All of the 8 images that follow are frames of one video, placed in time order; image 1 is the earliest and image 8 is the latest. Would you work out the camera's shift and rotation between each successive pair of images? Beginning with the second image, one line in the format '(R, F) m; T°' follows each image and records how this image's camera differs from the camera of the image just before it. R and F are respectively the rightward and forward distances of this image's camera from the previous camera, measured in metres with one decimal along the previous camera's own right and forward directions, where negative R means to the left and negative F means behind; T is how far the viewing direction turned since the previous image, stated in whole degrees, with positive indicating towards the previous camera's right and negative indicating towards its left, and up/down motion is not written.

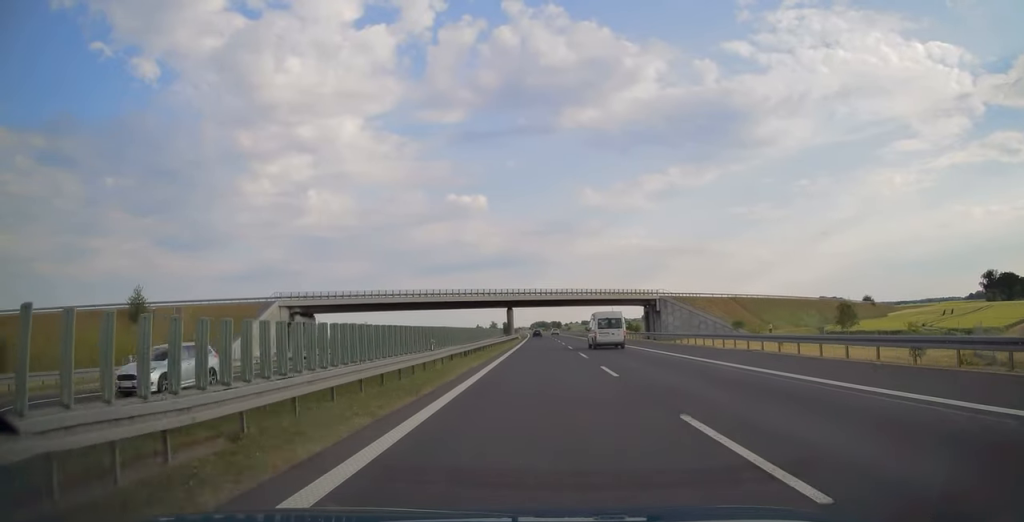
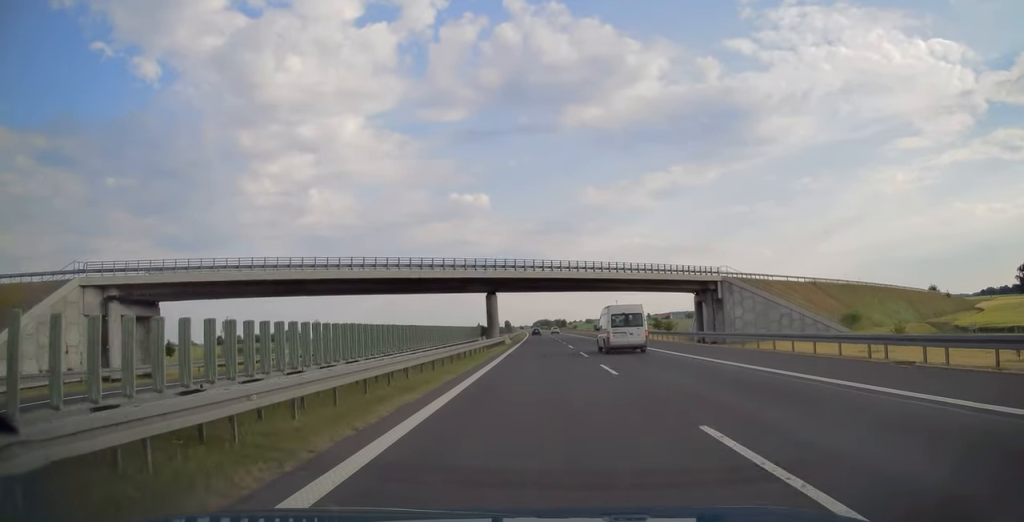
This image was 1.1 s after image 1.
(-0.1, +37.4) m; 0°
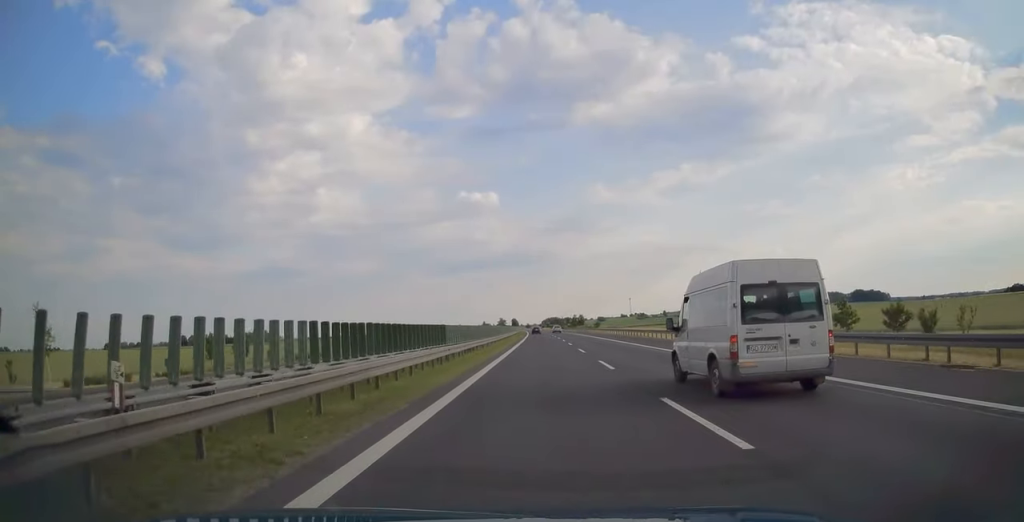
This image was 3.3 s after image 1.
(-0.5, +80.8) m; -1°
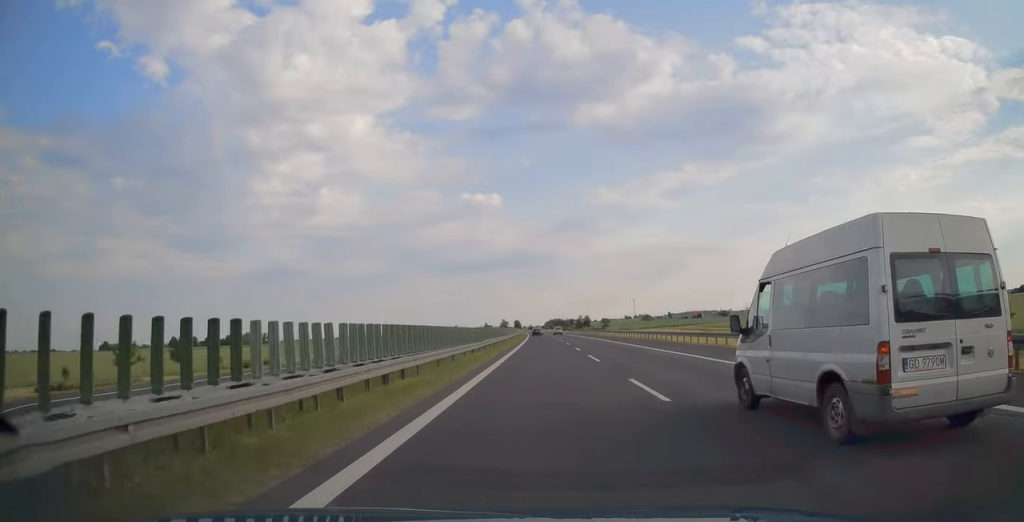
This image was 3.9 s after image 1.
(-0.1, +19.6) m; 0°
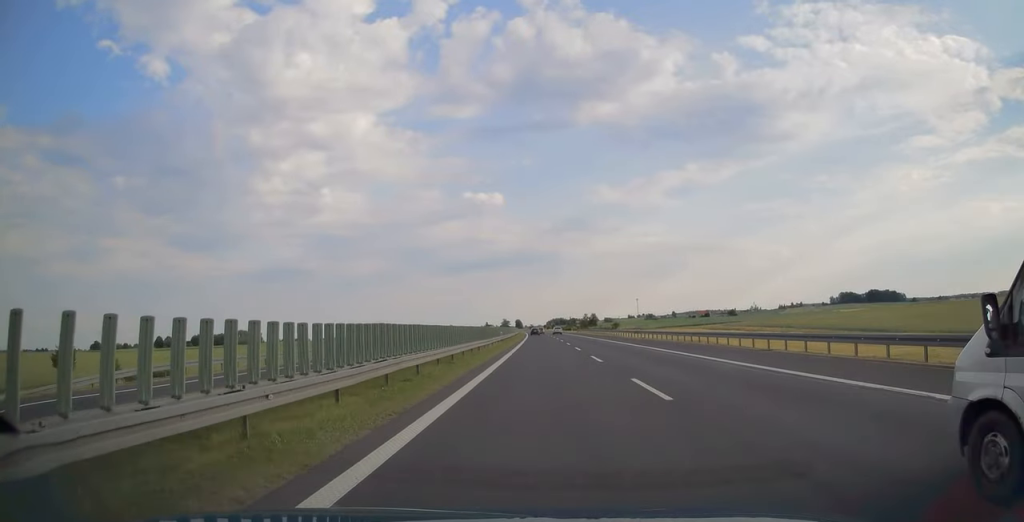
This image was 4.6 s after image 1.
(-0.1, +24.2) m; 0°
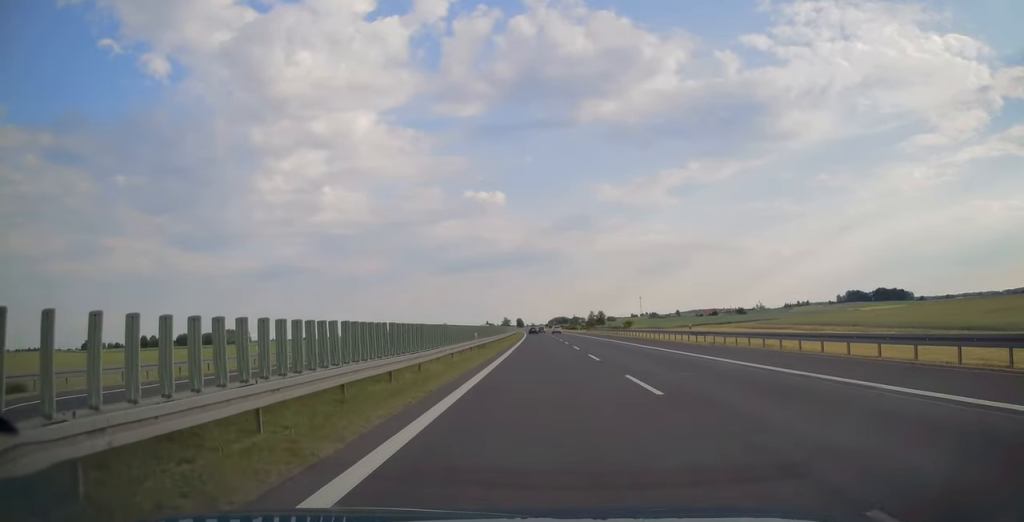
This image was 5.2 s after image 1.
(-0.1, +23.6) m; 0°
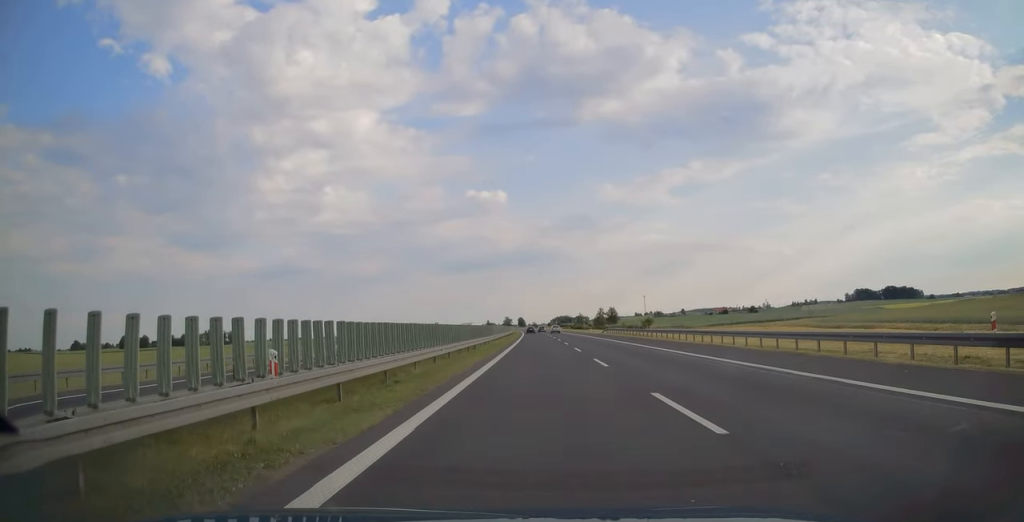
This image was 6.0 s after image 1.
(-0.1, +28.3) m; 0°
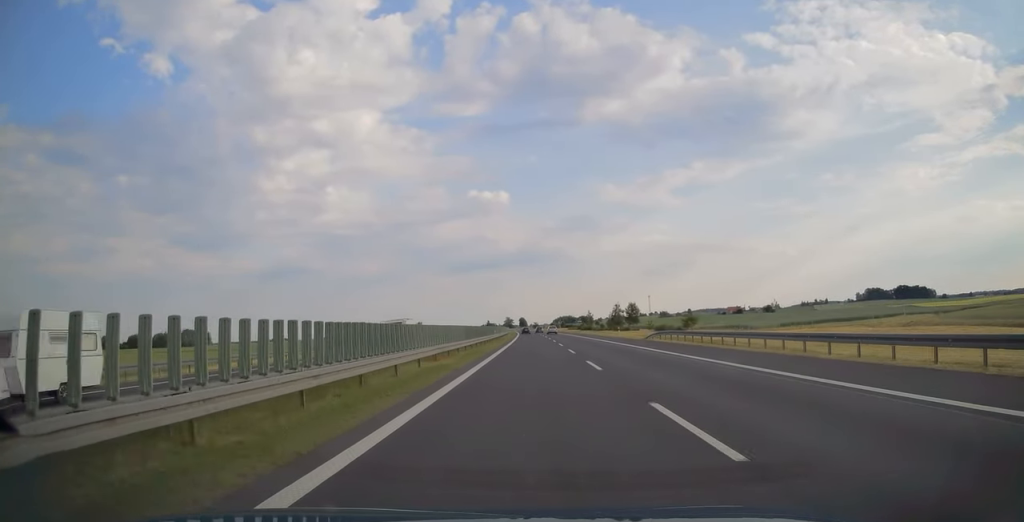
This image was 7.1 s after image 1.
(0.0, +37.8) m; 0°
